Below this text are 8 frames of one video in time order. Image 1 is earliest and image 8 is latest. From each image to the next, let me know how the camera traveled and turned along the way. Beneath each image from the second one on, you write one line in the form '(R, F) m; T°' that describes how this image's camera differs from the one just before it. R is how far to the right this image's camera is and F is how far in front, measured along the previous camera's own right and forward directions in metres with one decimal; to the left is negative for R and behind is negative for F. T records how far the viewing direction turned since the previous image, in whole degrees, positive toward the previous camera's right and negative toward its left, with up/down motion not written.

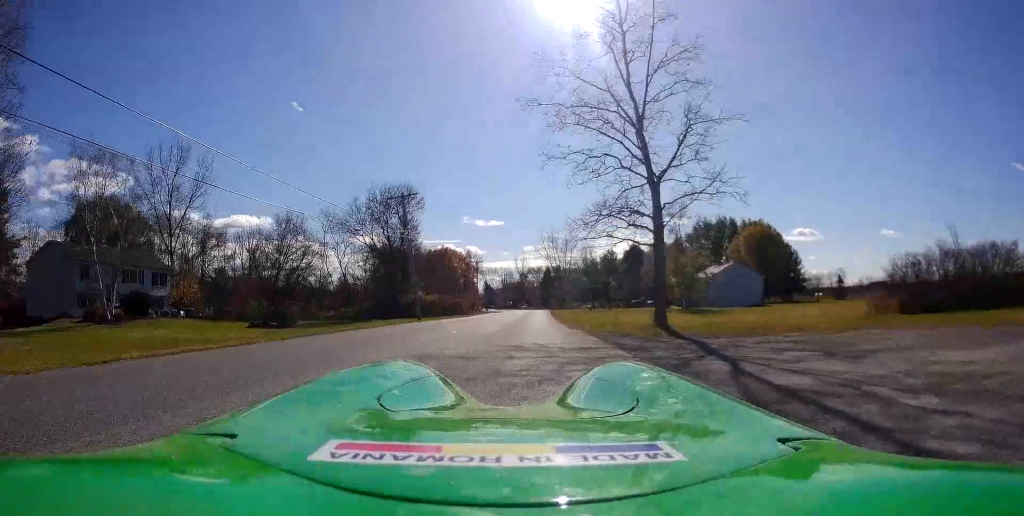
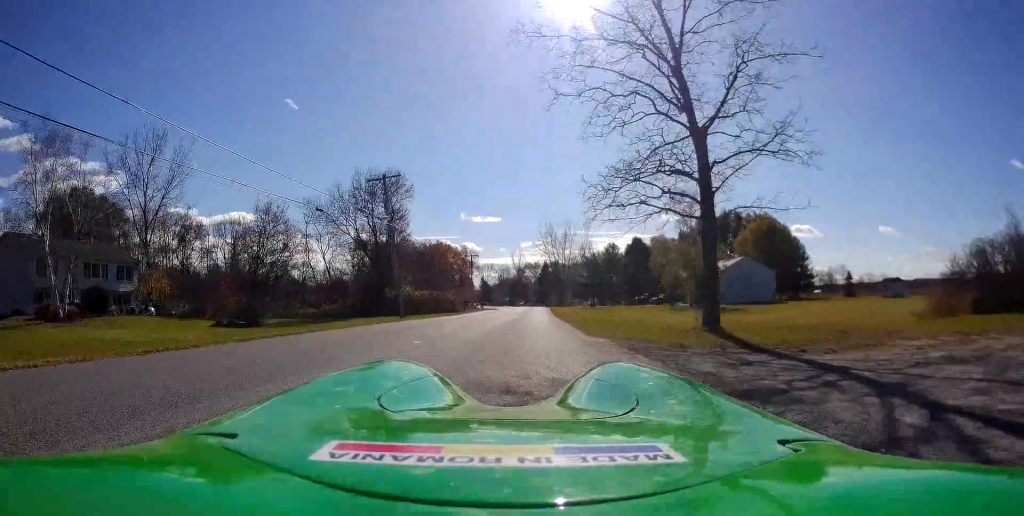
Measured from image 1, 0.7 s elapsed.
(0.0, +5.3) m; 0°
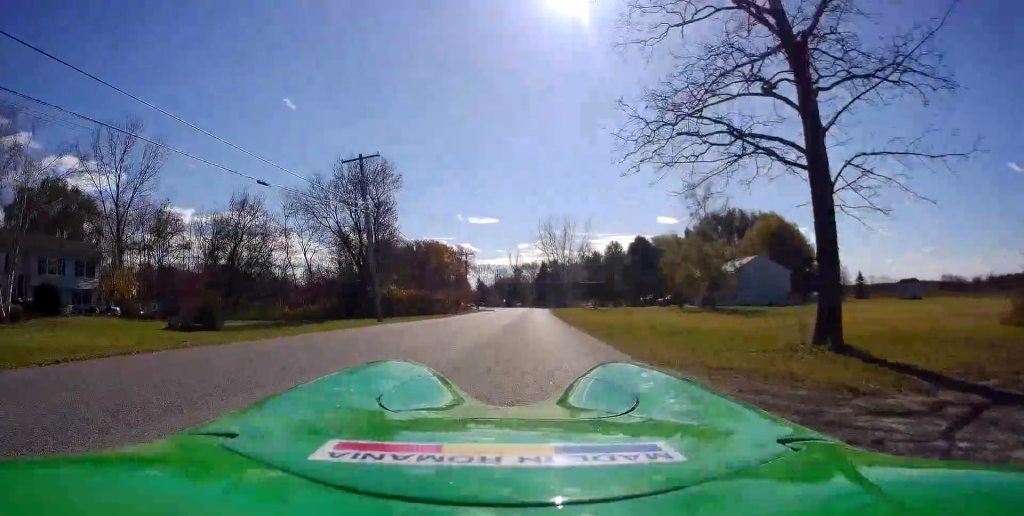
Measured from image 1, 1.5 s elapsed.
(0.0, +6.2) m; 0°
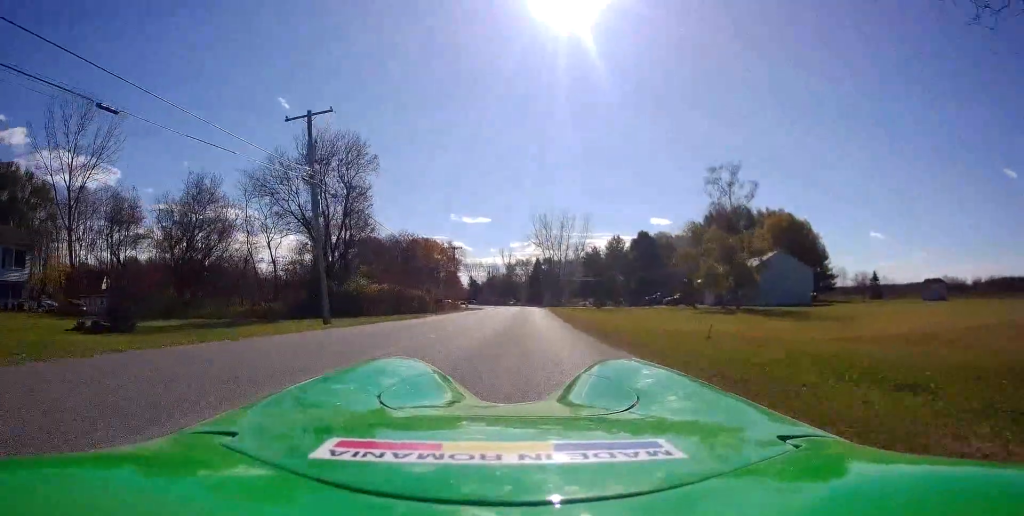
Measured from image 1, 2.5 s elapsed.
(0.0, +9.4) m; 0°
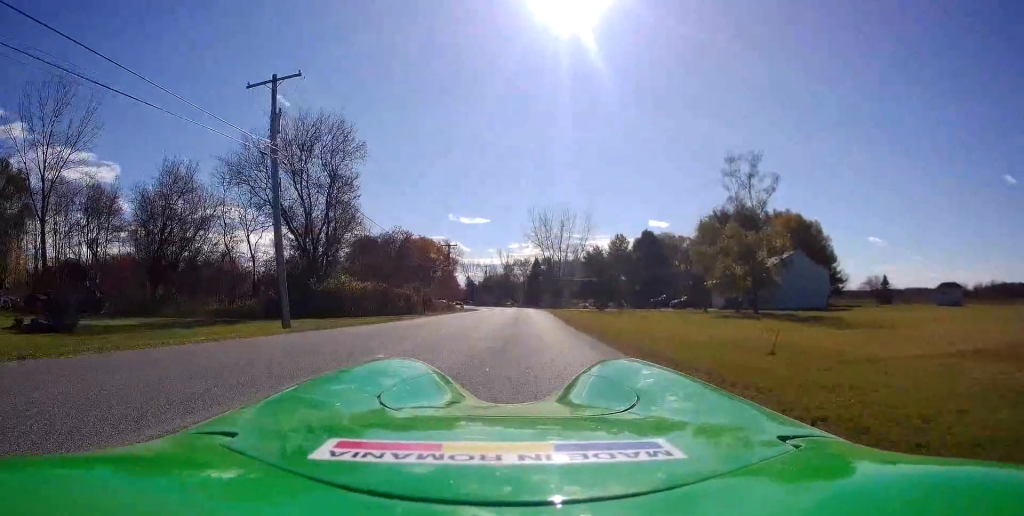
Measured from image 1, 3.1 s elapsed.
(0.0, +5.3) m; 0°
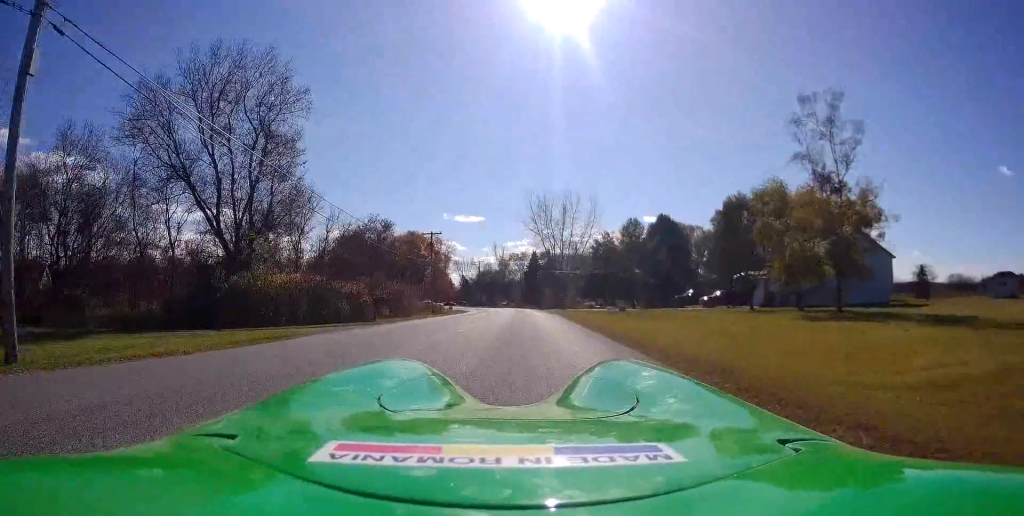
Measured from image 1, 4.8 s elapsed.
(+0.1, +14.4) m; +1°
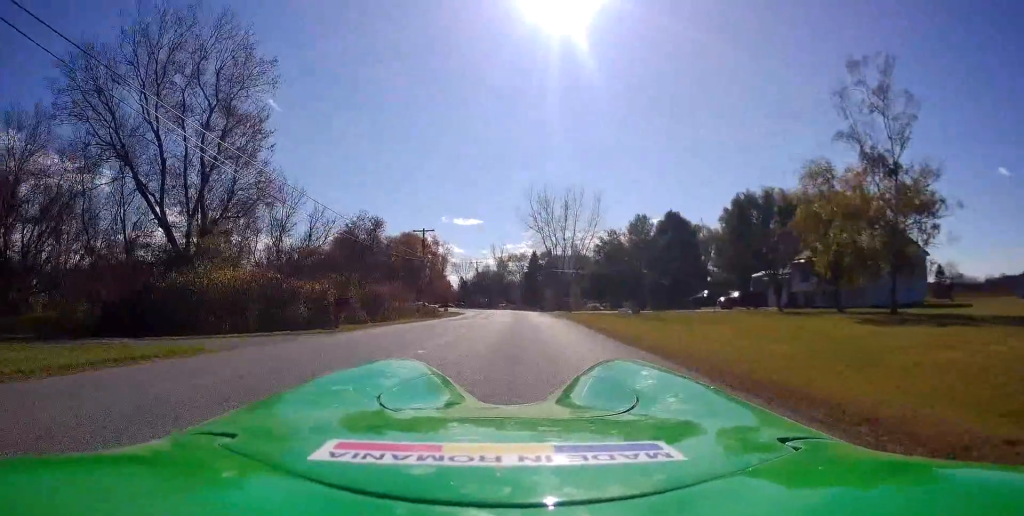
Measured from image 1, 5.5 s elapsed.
(0.0, +5.8) m; 0°
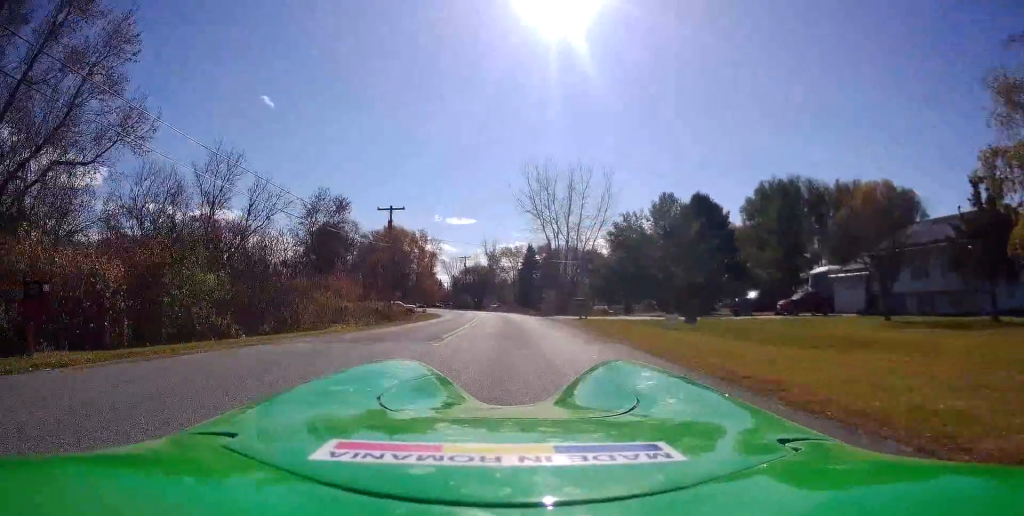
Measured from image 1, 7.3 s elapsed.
(-0.1, +14.4) m; -2°
